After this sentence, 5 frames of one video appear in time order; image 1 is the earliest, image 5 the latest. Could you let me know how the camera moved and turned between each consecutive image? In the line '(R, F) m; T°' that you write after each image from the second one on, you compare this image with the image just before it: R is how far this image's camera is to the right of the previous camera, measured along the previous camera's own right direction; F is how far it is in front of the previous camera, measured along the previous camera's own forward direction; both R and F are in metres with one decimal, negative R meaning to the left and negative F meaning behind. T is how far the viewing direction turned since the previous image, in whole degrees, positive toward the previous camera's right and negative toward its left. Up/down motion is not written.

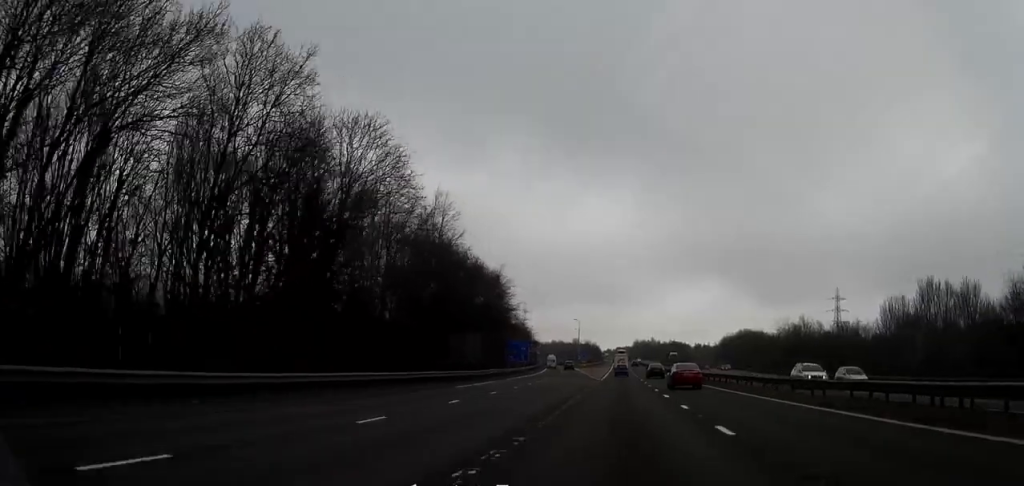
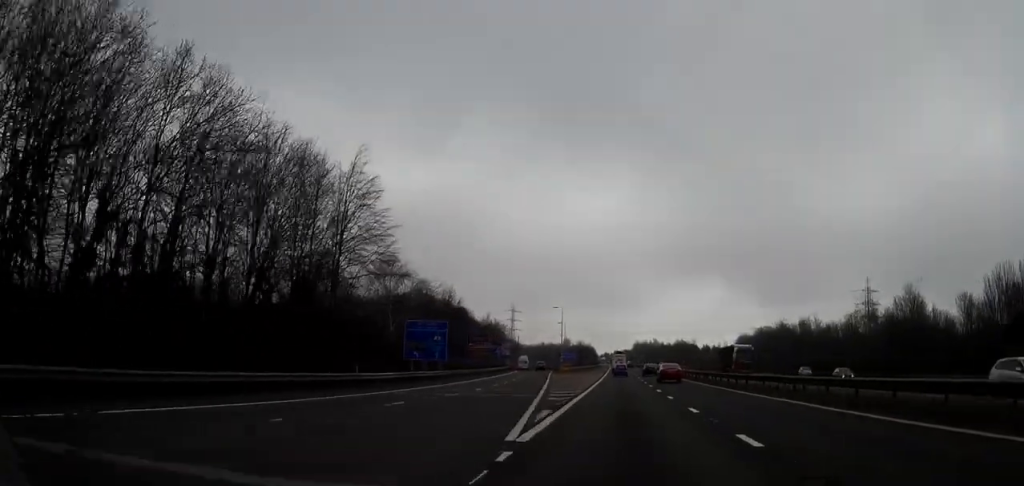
(-0.1, +55.4) m; 0°
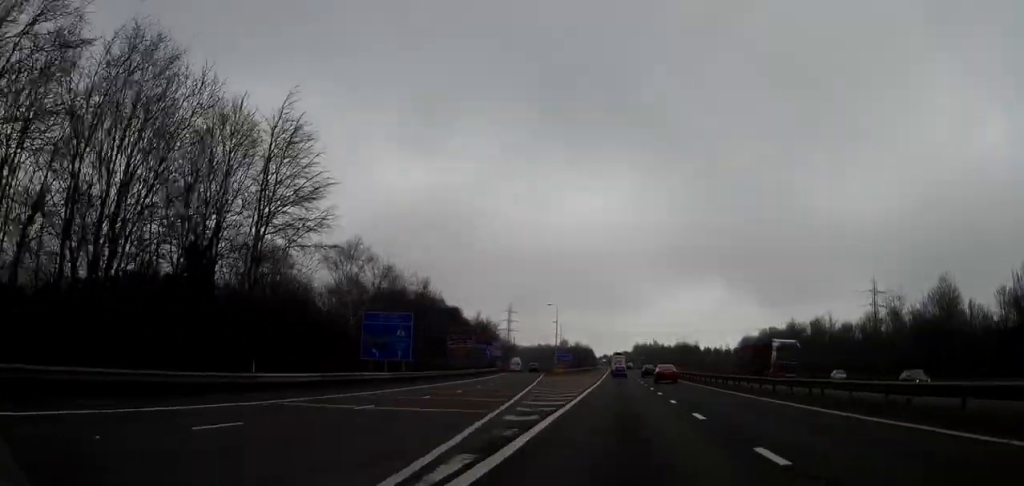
(0.0, +10.8) m; 0°
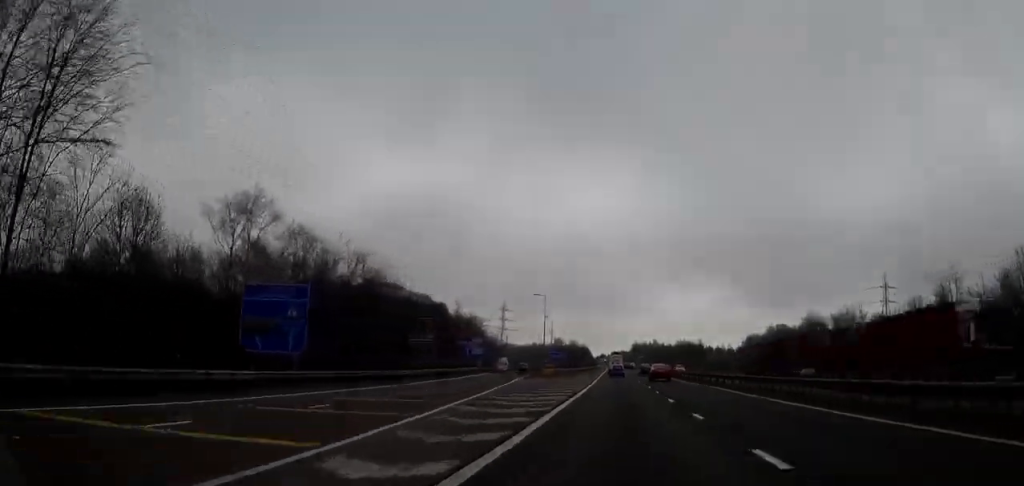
(0.0, +18.2) m; 0°
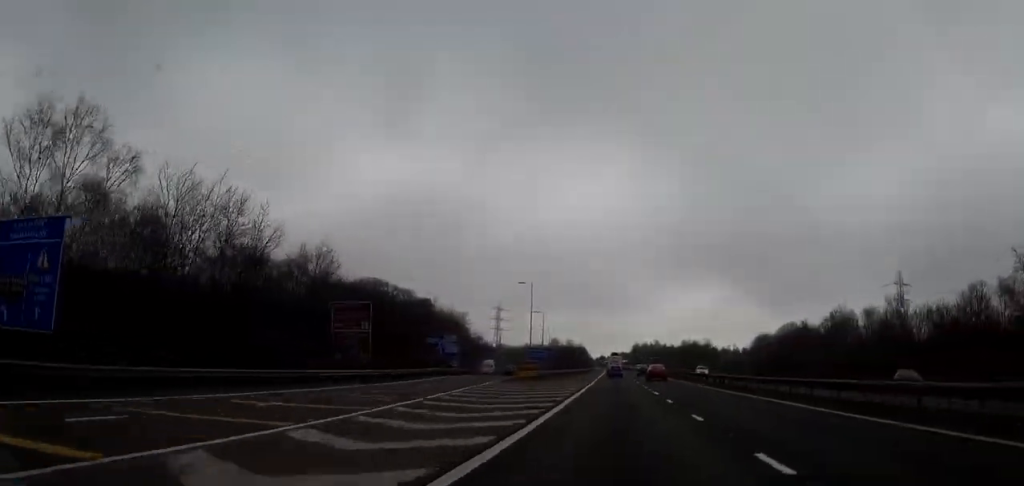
(0.0, +18.2) m; 0°
